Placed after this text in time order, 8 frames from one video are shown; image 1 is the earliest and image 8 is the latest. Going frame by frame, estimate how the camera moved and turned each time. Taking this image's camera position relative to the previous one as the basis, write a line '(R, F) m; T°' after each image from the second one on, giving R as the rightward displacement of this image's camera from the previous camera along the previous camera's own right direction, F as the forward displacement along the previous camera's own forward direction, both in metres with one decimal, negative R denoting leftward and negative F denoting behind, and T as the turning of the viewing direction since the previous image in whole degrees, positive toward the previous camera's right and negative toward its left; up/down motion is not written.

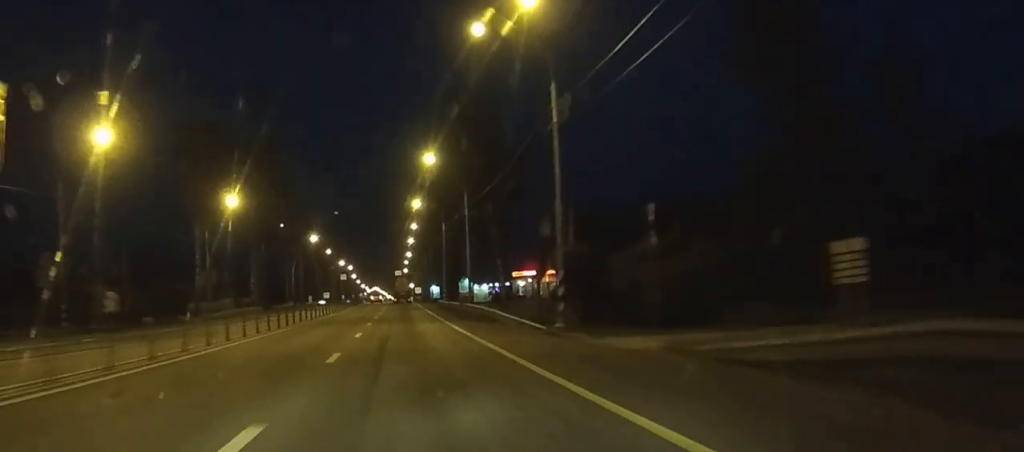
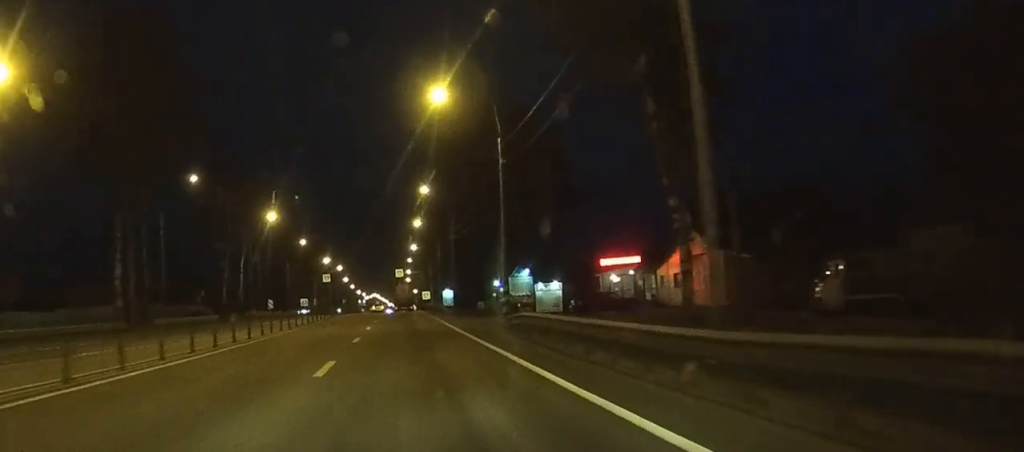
(0.0, +49.5) m; 0°
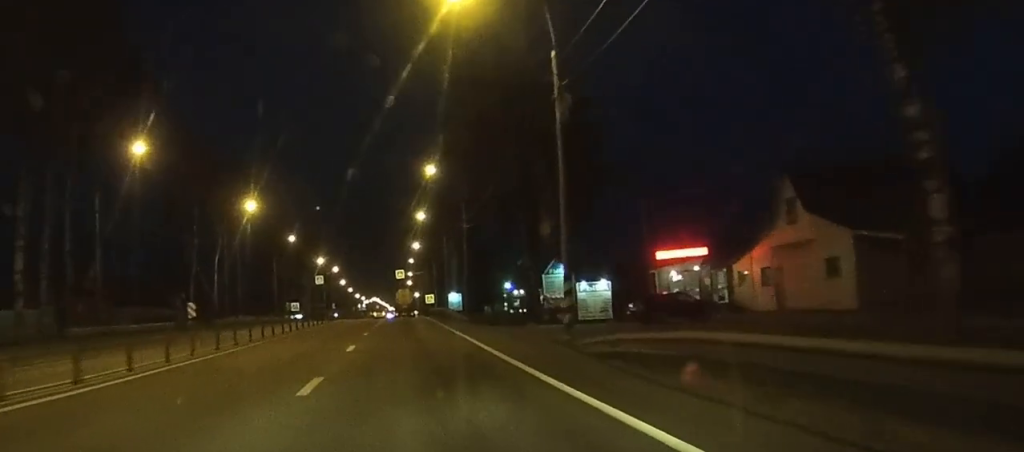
(0.0, +14.5) m; 0°
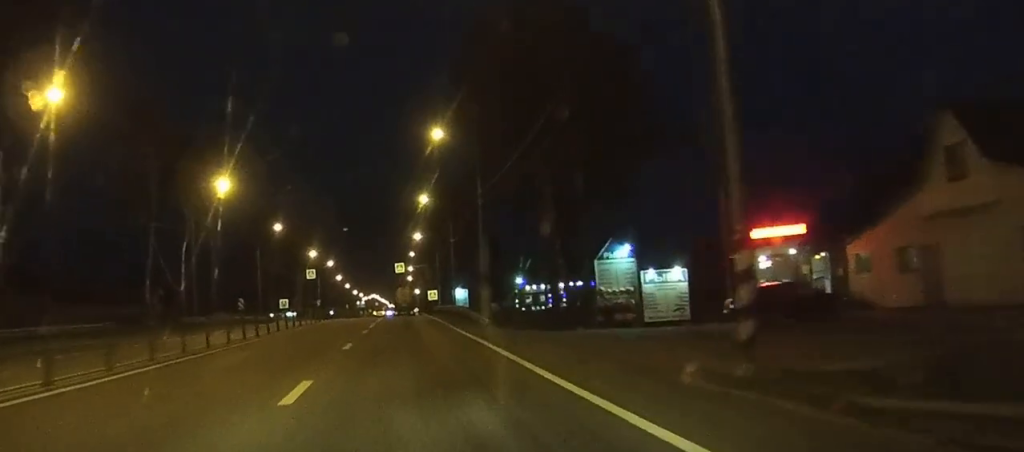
(0.0, +13.1) m; 0°
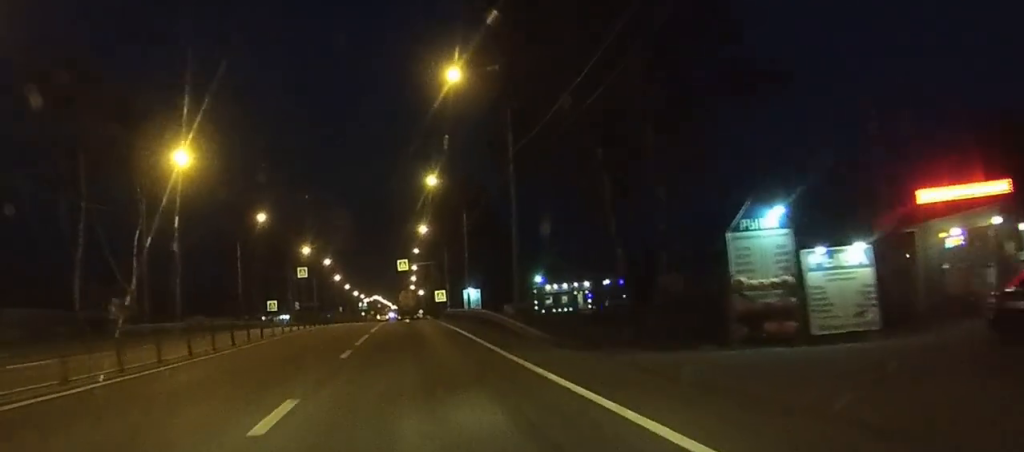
(0.0, +14.4) m; 0°
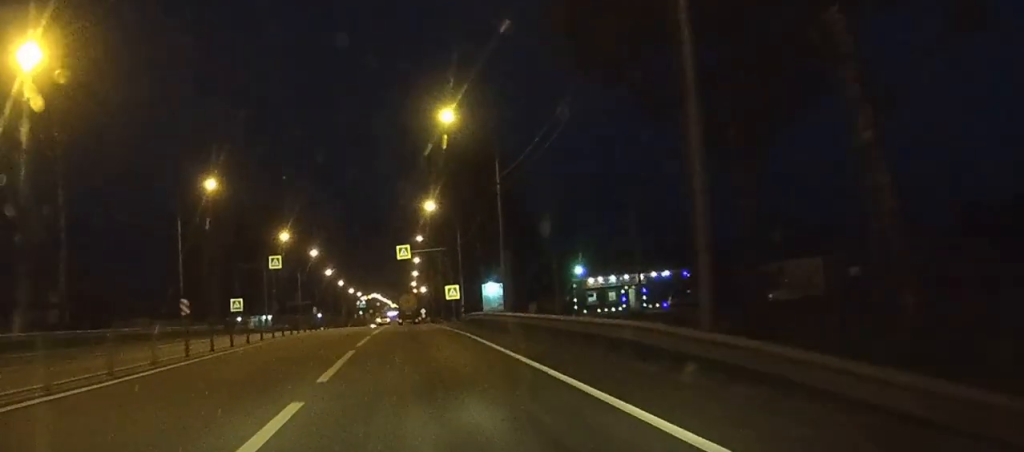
(0.0, +24.5) m; 0°
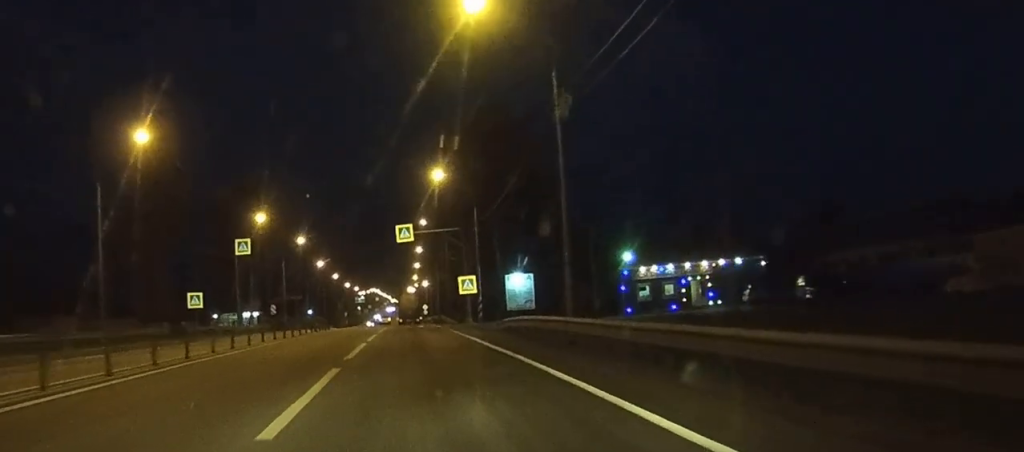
(0.0, +18.2) m; 0°
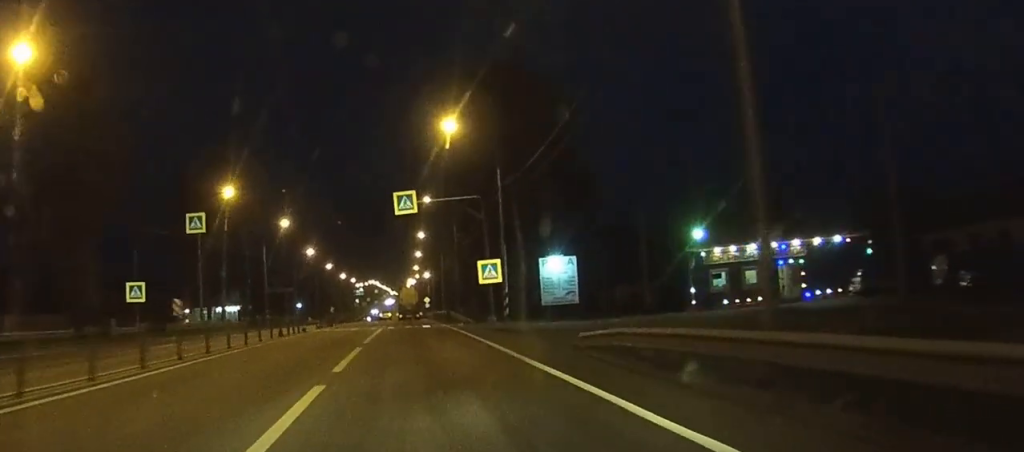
(0.0, +16.0) m; 0°
